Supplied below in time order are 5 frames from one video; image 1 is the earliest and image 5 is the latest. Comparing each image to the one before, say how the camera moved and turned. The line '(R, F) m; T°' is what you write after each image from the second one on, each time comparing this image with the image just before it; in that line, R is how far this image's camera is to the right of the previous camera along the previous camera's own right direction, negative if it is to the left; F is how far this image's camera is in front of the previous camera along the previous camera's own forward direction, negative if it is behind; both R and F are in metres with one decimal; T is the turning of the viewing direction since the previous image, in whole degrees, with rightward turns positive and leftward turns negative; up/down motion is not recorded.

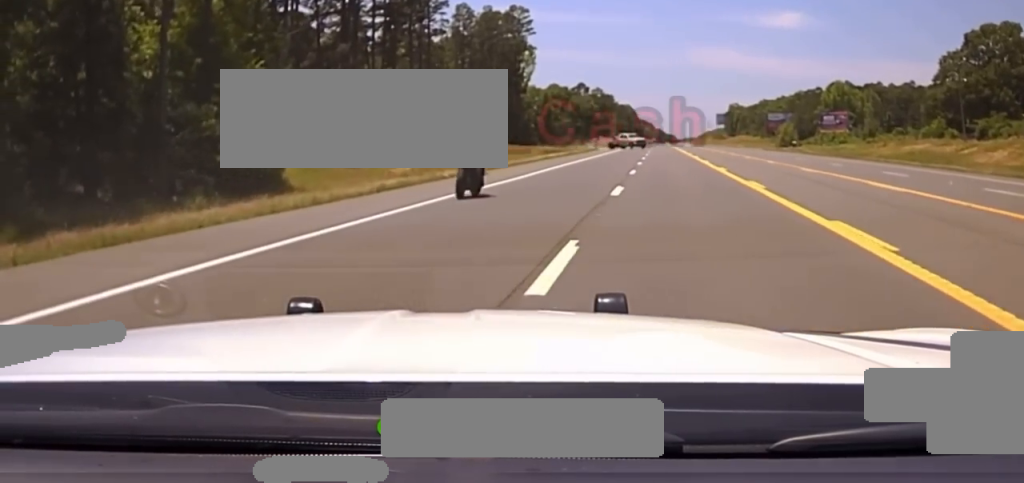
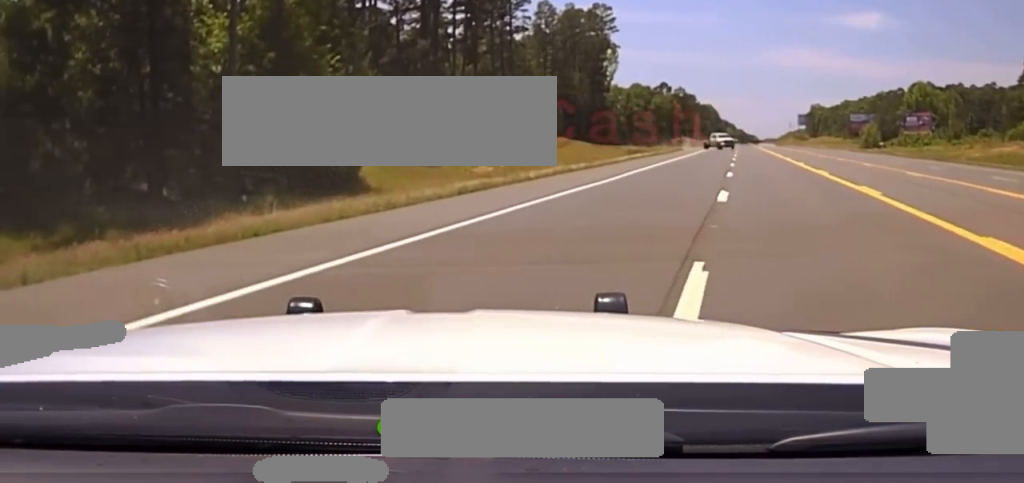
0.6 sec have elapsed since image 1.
(+0.2, +2.7) m; +15°
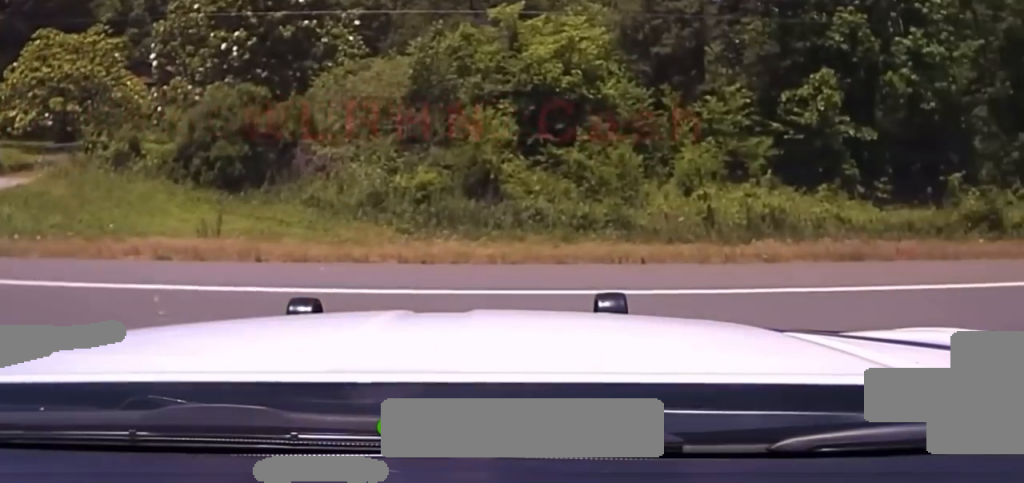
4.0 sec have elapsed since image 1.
(+5.5, +3.6) m; +105°
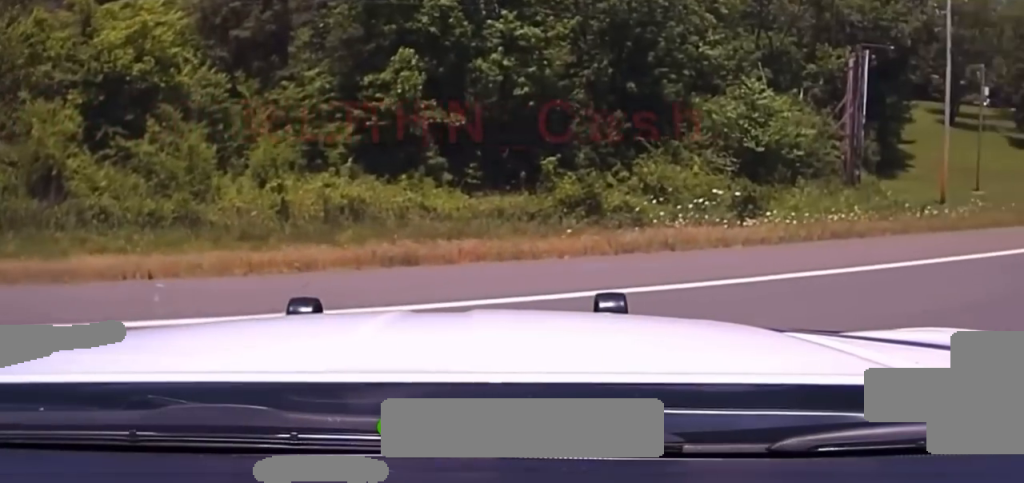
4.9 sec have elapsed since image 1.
(+0.6, +2.6) m; +29°
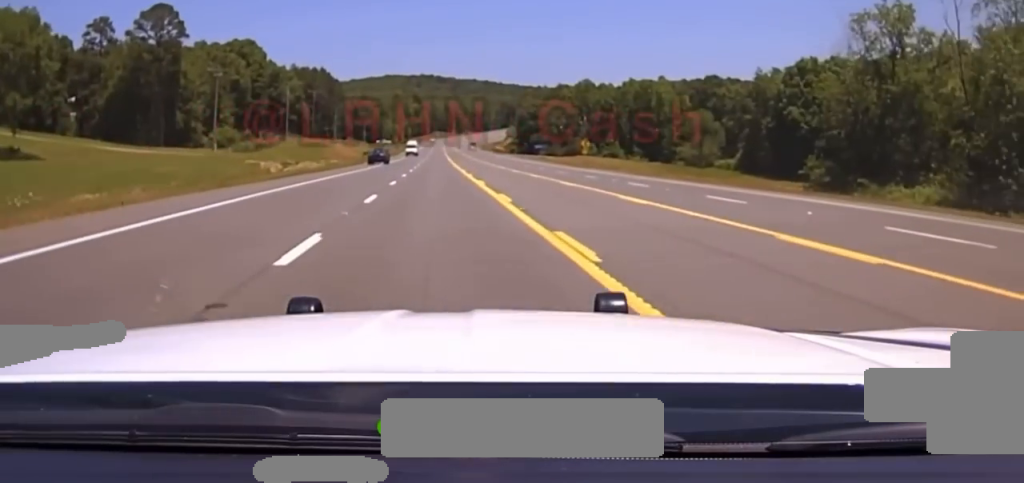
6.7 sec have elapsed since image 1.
(+3.3, +6.4) m; +38°
